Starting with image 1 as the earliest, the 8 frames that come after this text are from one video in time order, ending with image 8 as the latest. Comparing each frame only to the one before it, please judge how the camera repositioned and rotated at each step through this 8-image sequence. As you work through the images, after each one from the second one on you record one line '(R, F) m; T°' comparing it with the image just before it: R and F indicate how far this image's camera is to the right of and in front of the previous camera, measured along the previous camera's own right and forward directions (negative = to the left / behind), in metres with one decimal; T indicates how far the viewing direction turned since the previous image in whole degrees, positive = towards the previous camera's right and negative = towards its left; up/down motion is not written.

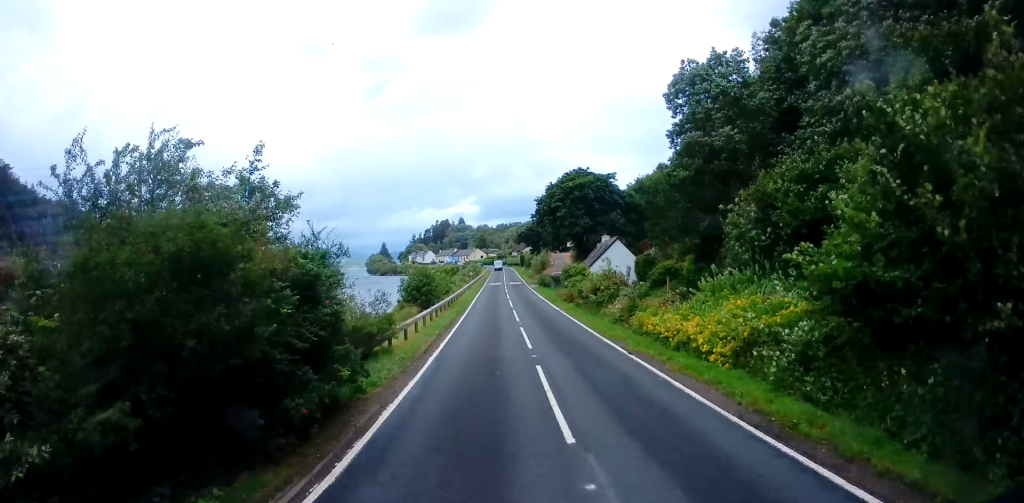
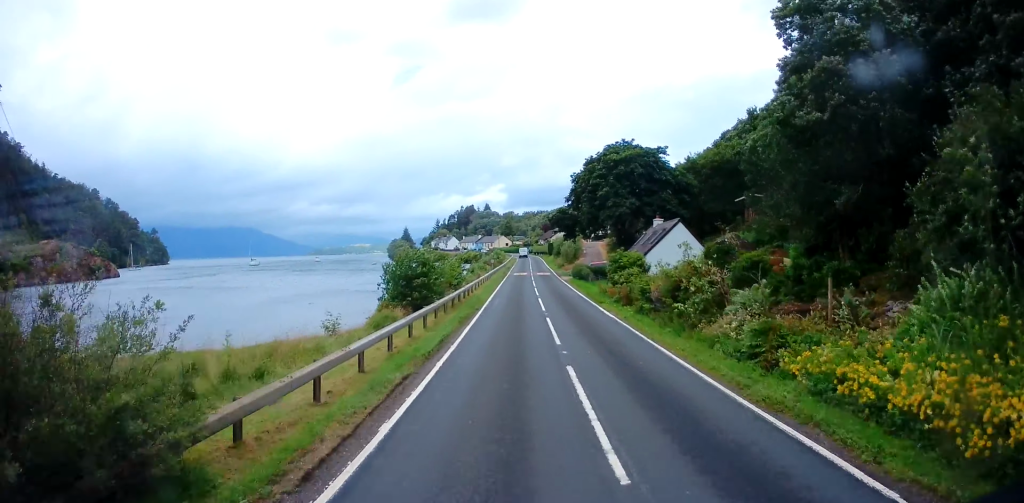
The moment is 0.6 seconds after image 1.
(-0.7, +13.3) m; -3°
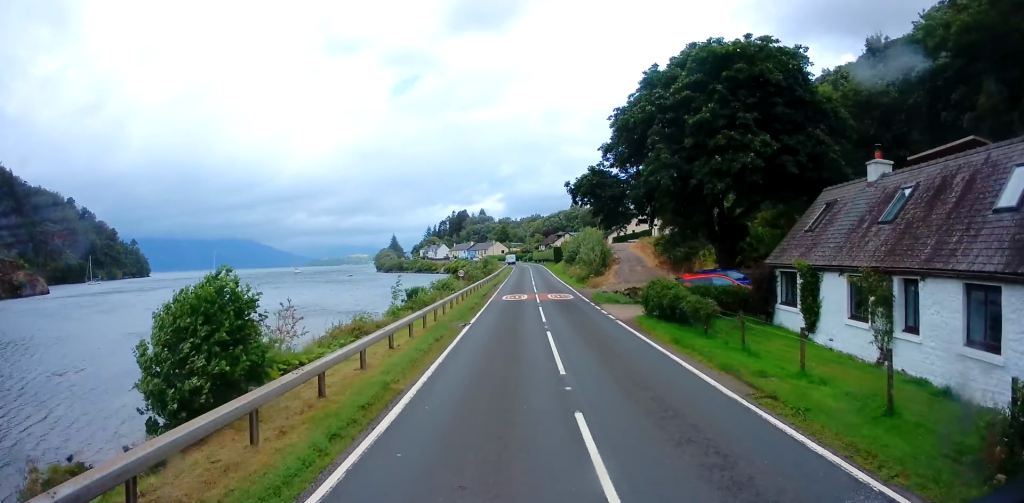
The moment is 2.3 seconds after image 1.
(-2.3, +35.7) m; -2°
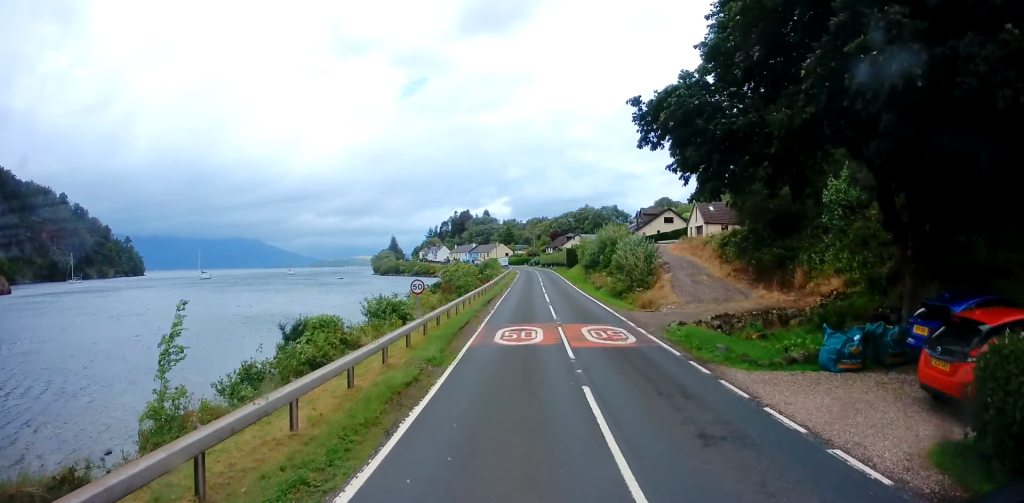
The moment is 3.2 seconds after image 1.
(+0.4, +18.7) m; +7°
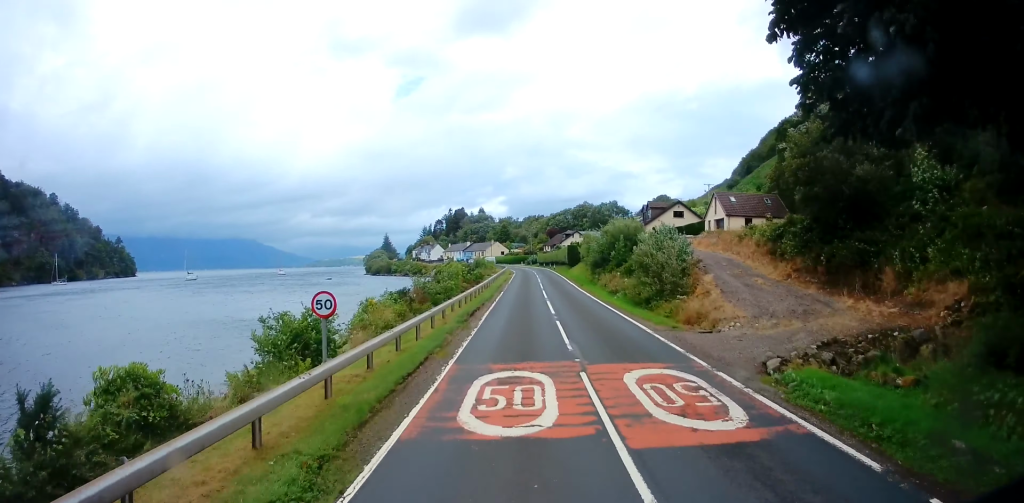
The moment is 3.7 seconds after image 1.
(+1.4, +8.4) m; +3°
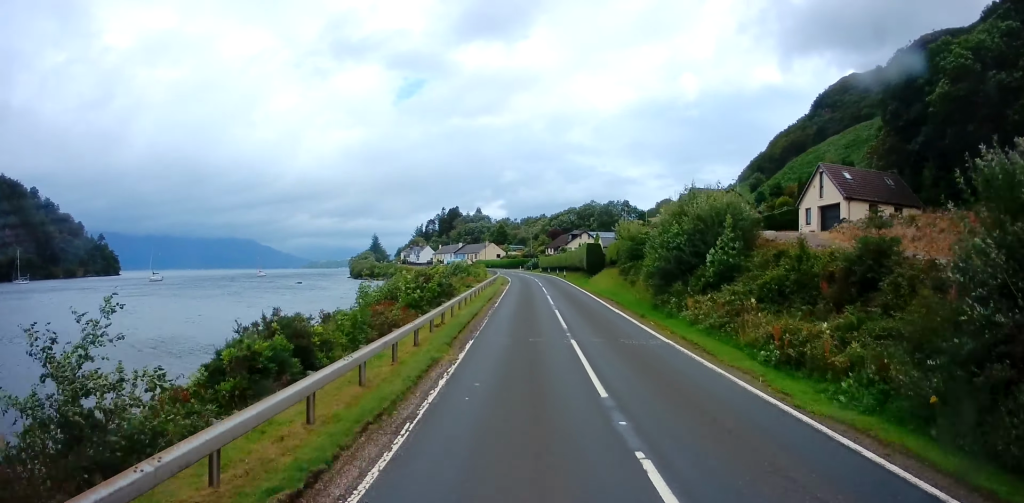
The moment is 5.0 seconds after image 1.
(-0.4, +21.8) m; -3°
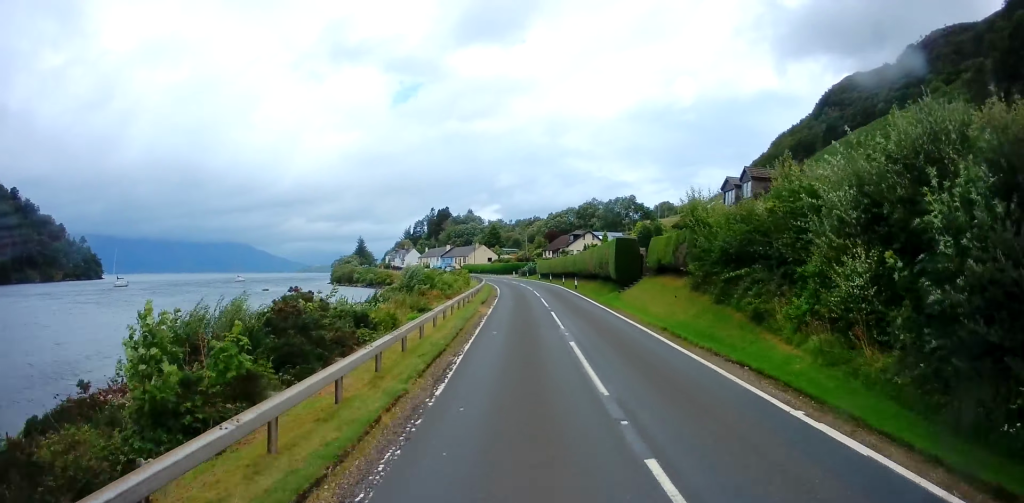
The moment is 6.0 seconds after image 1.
(0.0, +16.3) m; 0°
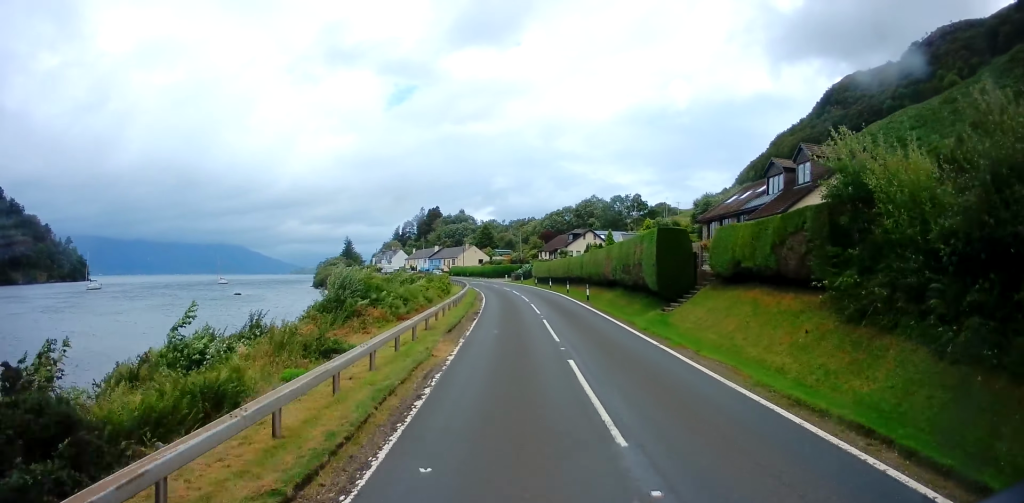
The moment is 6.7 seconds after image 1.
(+0.1, +10.0) m; 0°
